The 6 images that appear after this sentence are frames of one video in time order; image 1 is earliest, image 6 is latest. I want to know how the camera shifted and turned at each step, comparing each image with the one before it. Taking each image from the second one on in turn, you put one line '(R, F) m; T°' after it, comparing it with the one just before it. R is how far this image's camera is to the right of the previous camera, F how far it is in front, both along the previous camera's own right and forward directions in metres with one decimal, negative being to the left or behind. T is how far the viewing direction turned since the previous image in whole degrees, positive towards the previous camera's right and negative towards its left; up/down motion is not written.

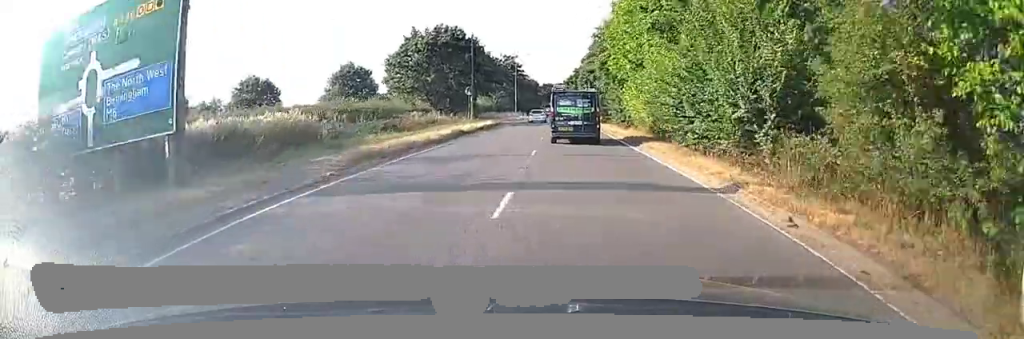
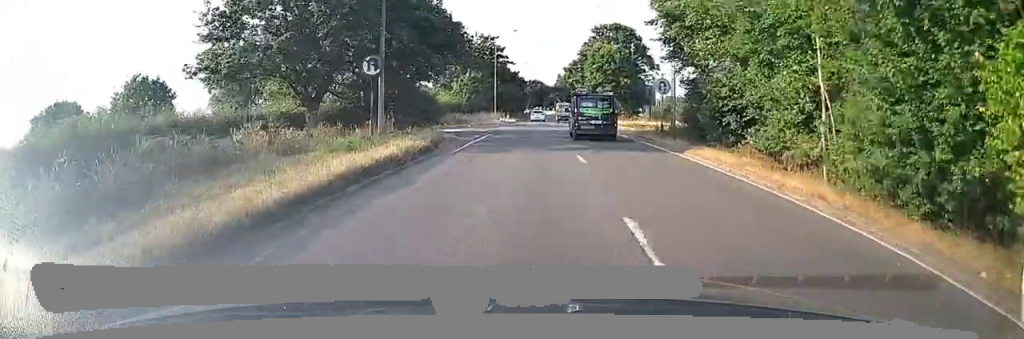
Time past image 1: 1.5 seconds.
(0.0, +27.4) m; +1°
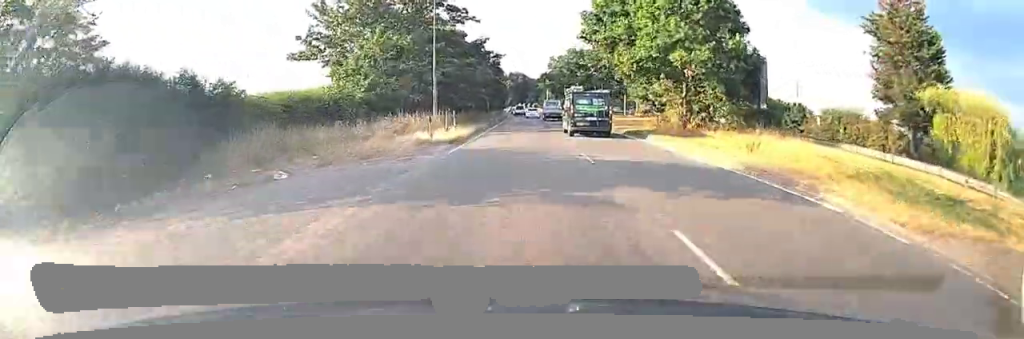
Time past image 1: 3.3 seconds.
(+0.7, +32.0) m; +2°
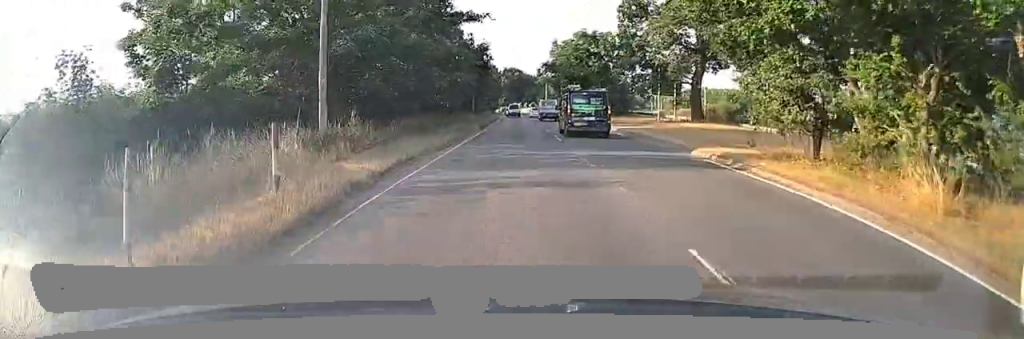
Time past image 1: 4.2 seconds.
(+0.1, +15.9) m; 0°
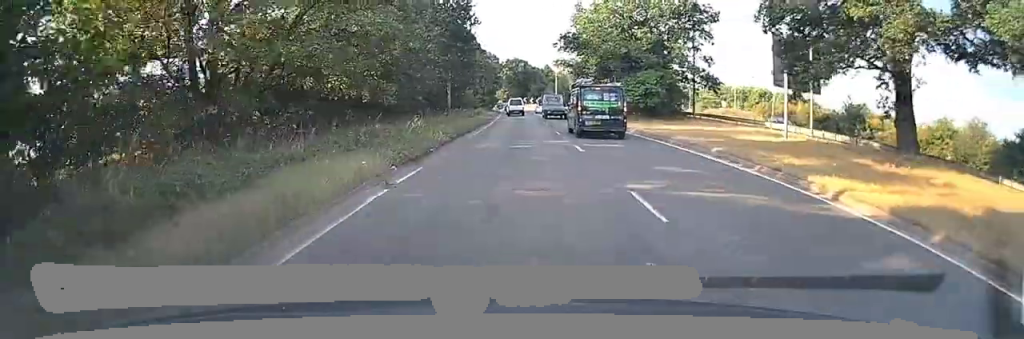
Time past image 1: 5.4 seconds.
(0.0, +23.8) m; 0°
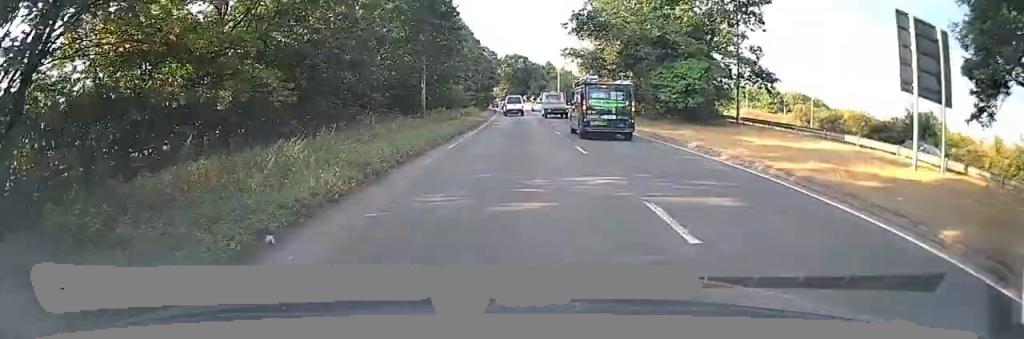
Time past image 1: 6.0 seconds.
(0.0, +11.3) m; 0°
